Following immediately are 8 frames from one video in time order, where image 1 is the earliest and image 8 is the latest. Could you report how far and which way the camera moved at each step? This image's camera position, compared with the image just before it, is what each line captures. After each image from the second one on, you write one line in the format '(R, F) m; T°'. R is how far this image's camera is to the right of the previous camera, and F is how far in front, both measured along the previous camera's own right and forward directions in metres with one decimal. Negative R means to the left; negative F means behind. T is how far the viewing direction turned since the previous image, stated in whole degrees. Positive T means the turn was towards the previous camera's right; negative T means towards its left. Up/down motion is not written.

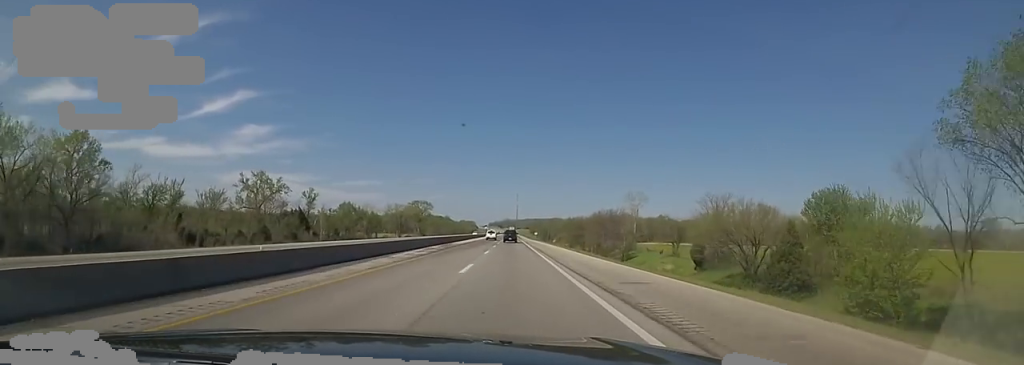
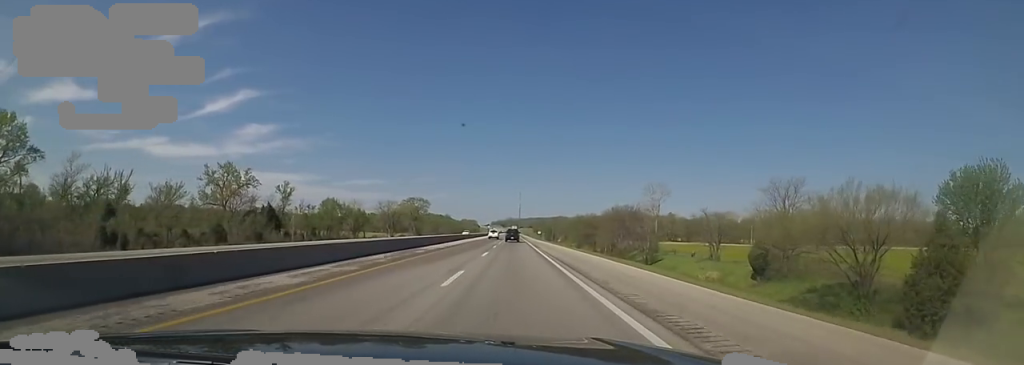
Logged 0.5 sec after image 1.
(+0.3, +19.6) m; 0°
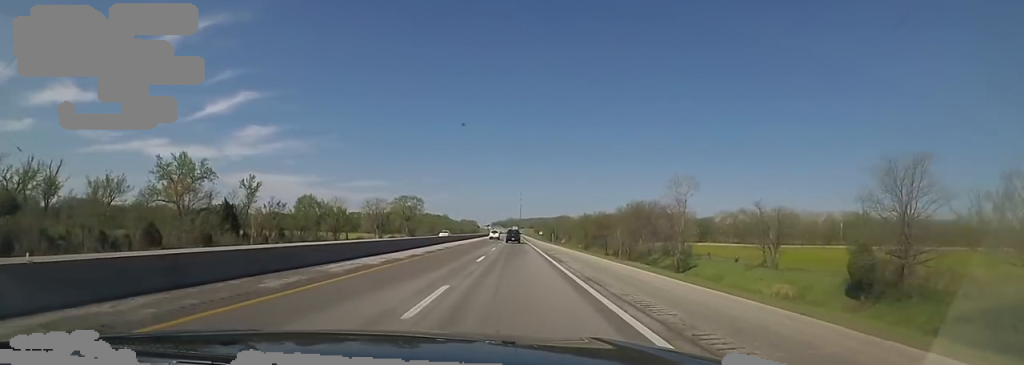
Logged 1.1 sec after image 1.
(-0.8, +19.5) m; 0°
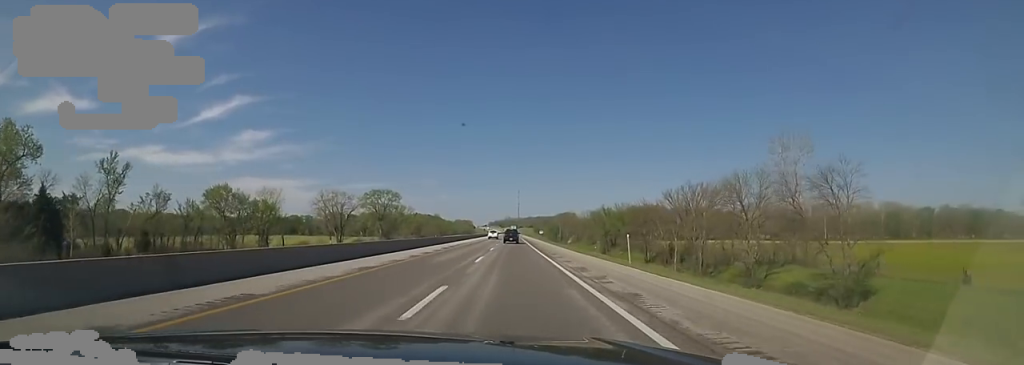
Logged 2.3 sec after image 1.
(+0.8, +45.0) m; 0°
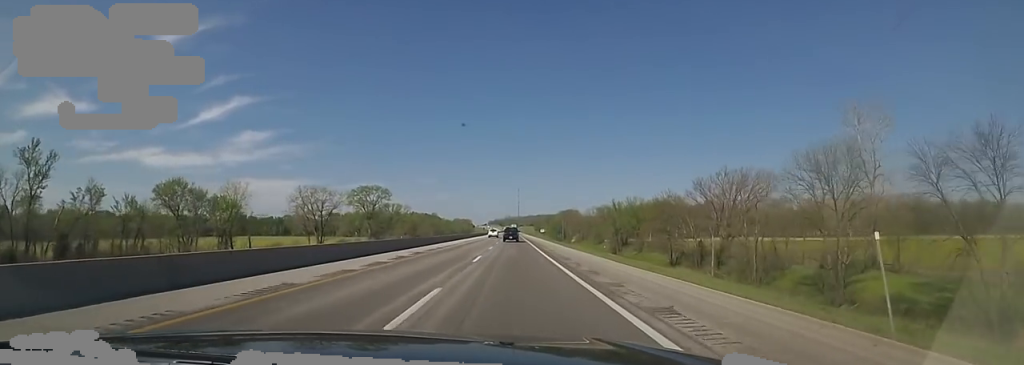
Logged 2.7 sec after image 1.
(-0.3, +15.8) m; -1°
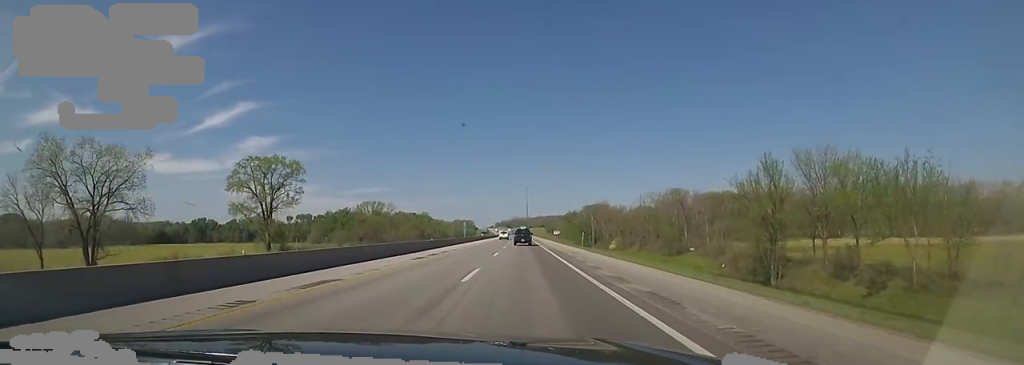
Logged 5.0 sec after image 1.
(-2.1, +81.4) m; 0°
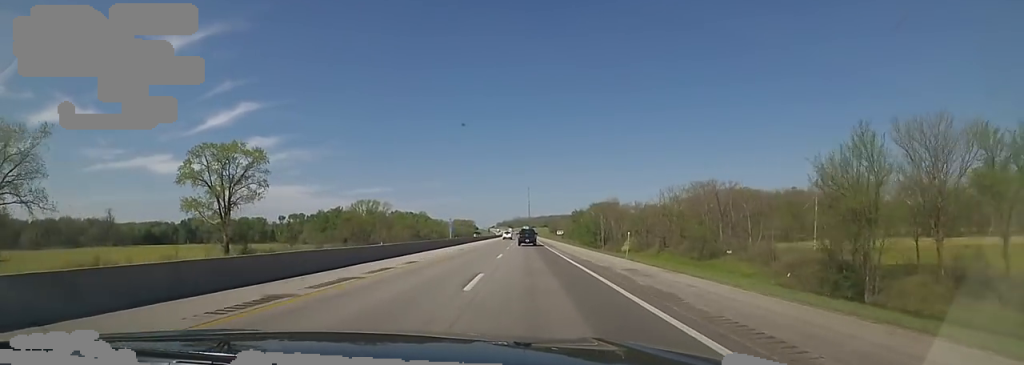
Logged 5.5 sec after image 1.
(-0.3, +16.4) m; +1°
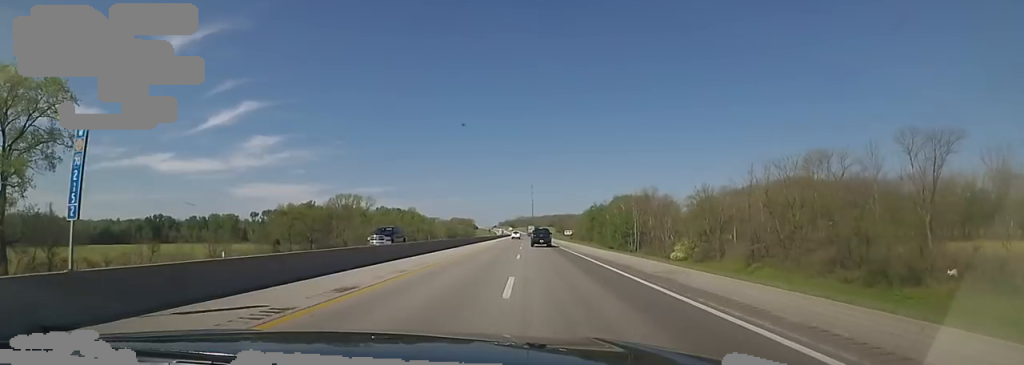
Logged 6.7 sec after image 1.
(+1.1, +44.3) m; -1°
